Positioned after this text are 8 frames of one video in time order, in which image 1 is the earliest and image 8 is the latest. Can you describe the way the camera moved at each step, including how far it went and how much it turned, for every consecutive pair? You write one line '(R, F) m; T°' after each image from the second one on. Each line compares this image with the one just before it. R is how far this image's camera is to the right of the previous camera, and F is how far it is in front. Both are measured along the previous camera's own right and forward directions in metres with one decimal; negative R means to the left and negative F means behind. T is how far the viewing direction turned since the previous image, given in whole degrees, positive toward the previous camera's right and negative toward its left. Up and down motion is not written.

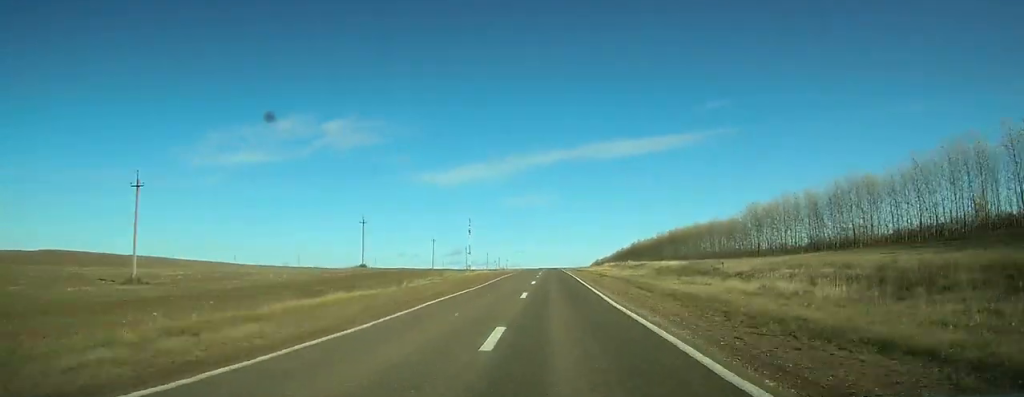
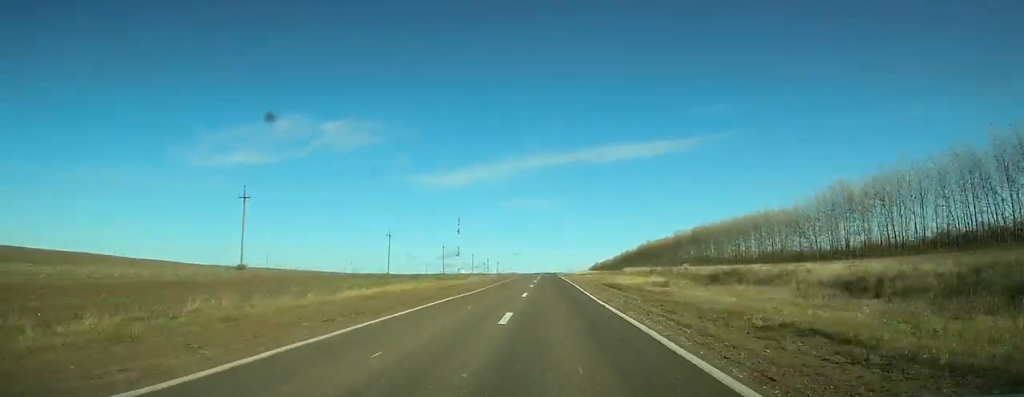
(+0.2, +36.7) m; 0°
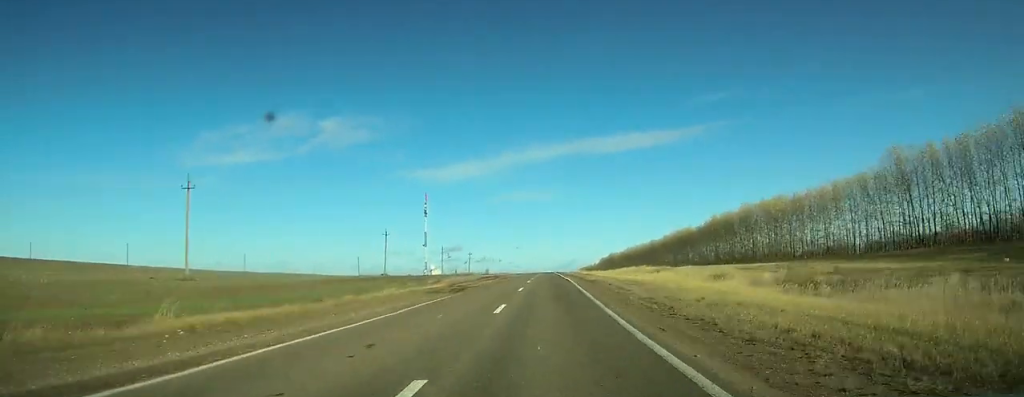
(+0.1, +124.3) m; 0°
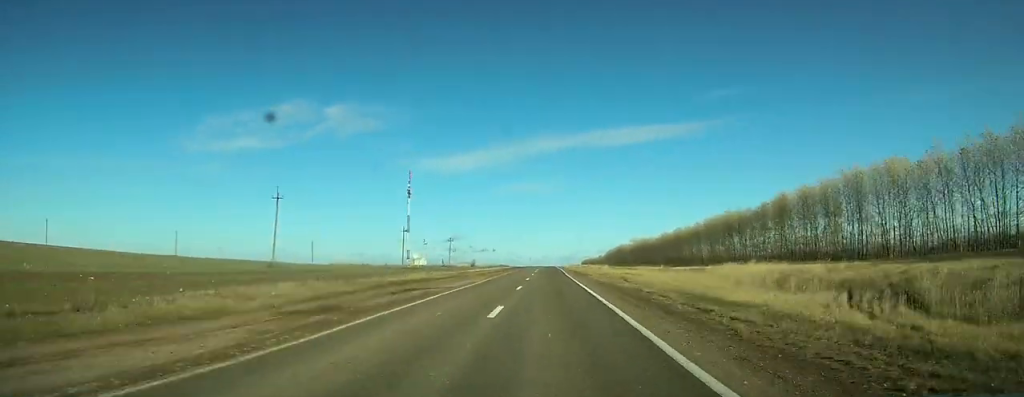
(0.0, +48.9) m; 0°
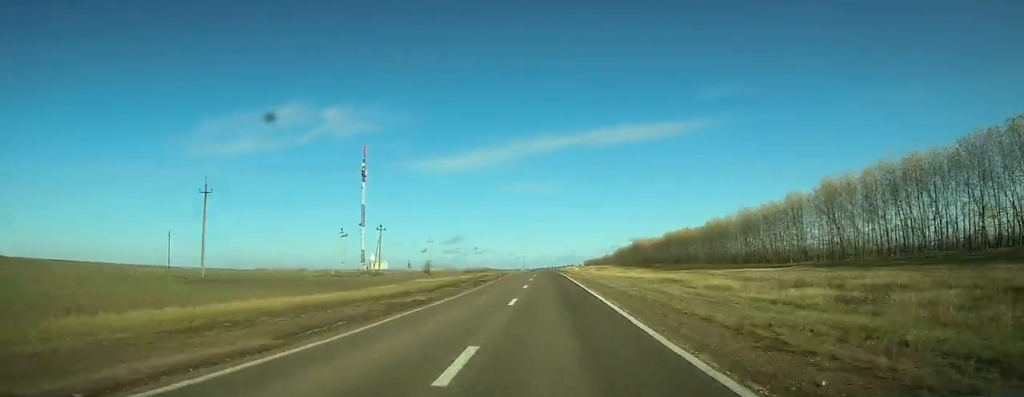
(-0.1, +71.3) m; 0°
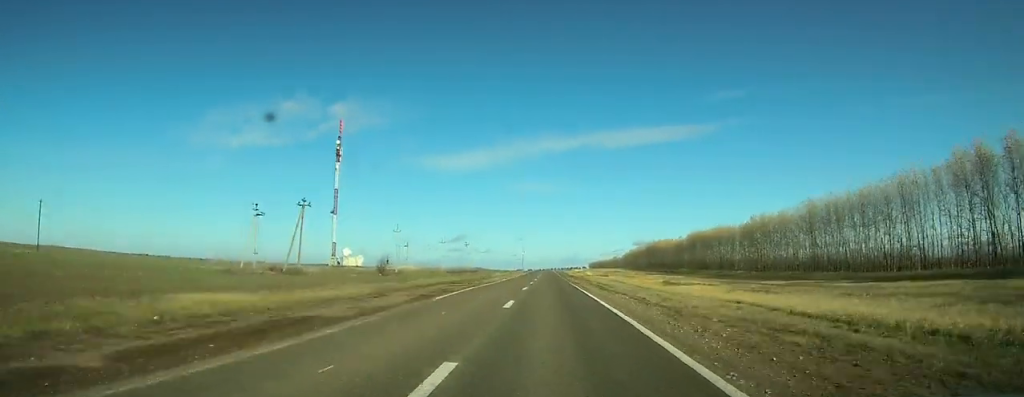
(0.0, +32.4) m; 0°
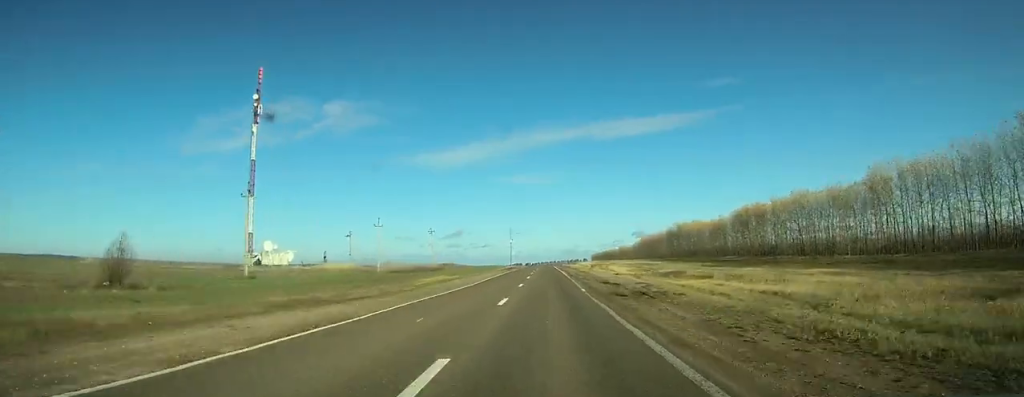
(+0.1, +52.9) m; 0°
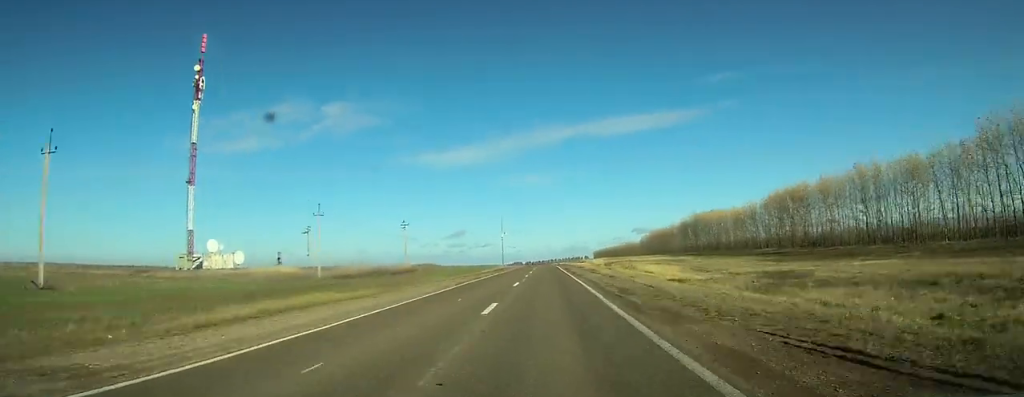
(0.0, +25.8) m; 0°
